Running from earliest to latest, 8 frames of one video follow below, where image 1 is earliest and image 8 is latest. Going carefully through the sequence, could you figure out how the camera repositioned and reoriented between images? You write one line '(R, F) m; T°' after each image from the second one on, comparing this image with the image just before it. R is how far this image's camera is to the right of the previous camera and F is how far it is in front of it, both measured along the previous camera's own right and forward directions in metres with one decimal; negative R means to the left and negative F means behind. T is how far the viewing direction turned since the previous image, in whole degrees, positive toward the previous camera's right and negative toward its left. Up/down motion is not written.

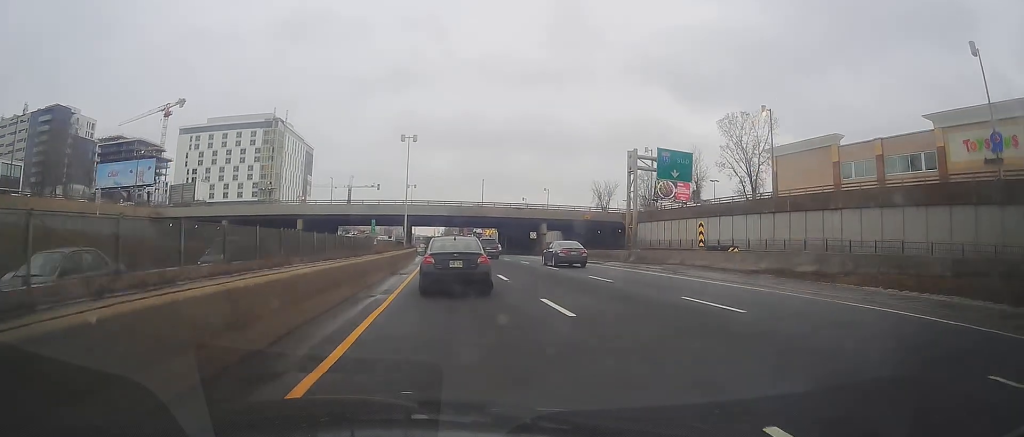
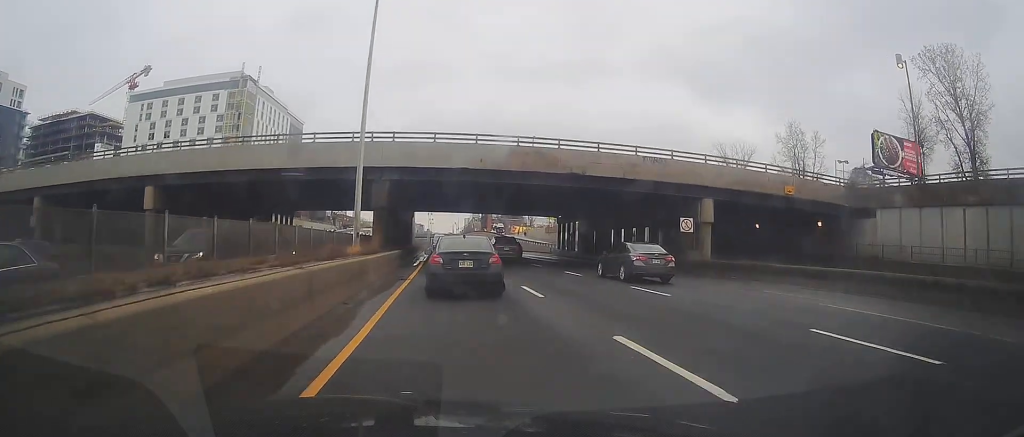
(0.0, +49.7) m; 0°
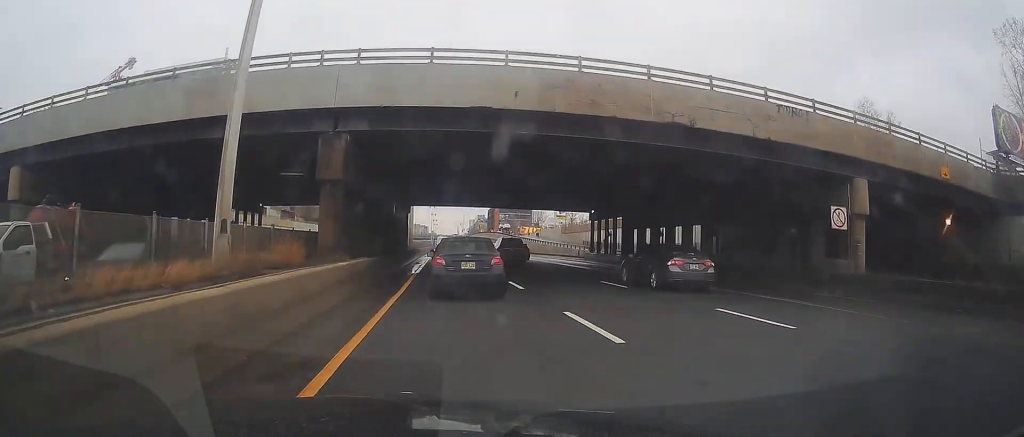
(0.0, +14.8) m; 0°
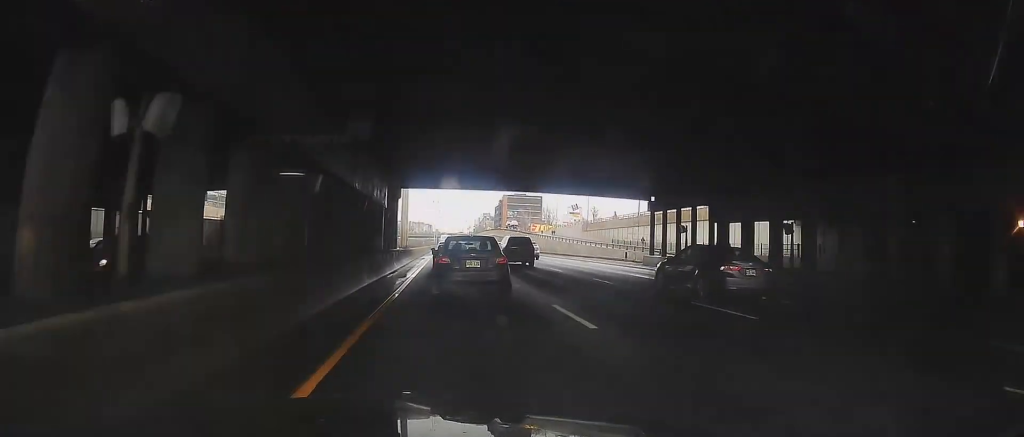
(-0.3, +17.2) m; -1°
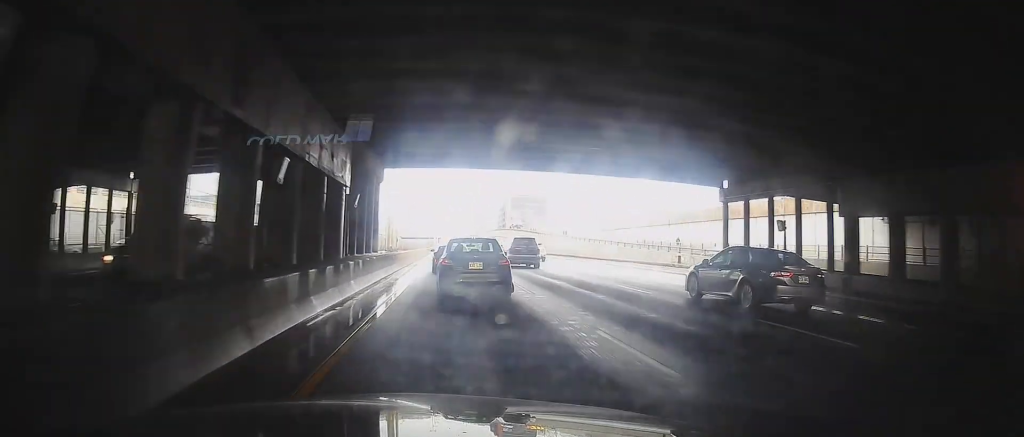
(0.0, +11.8) m; -1°
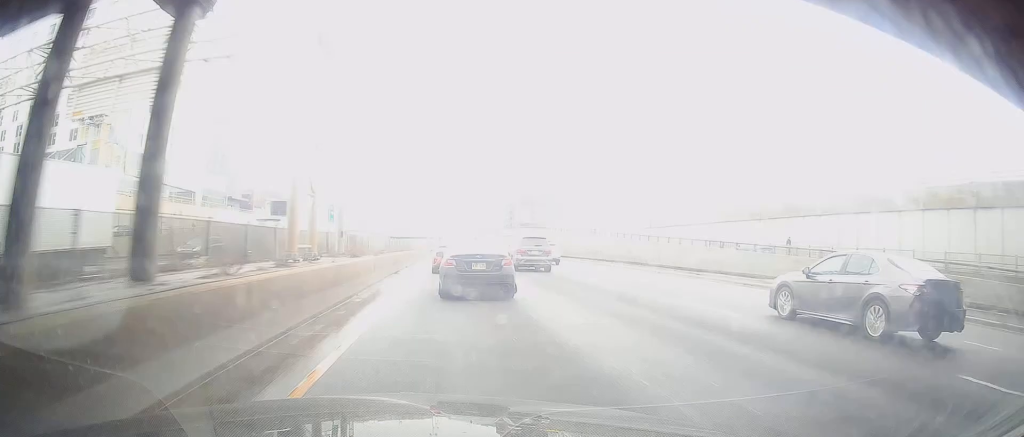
(-0.1, +22.7) m; -1°
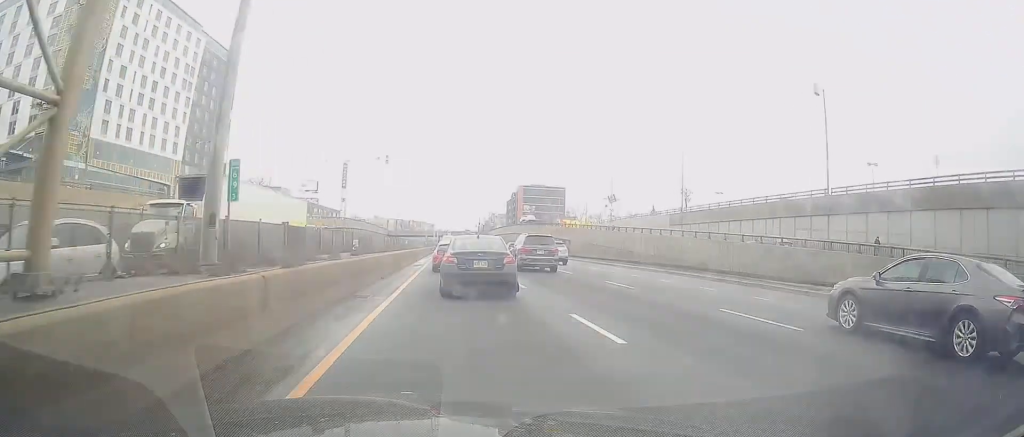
(-0.3, +11.0) m; 0°
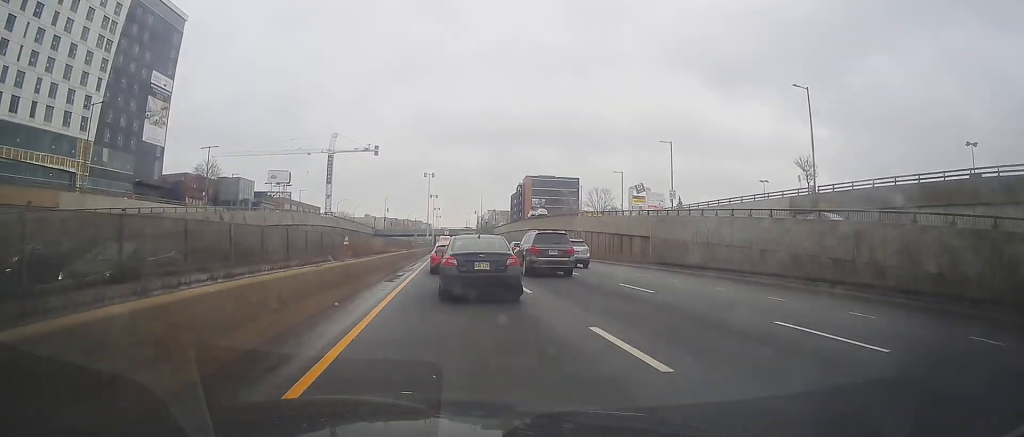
(+0.7, +28.7) m; +2°
